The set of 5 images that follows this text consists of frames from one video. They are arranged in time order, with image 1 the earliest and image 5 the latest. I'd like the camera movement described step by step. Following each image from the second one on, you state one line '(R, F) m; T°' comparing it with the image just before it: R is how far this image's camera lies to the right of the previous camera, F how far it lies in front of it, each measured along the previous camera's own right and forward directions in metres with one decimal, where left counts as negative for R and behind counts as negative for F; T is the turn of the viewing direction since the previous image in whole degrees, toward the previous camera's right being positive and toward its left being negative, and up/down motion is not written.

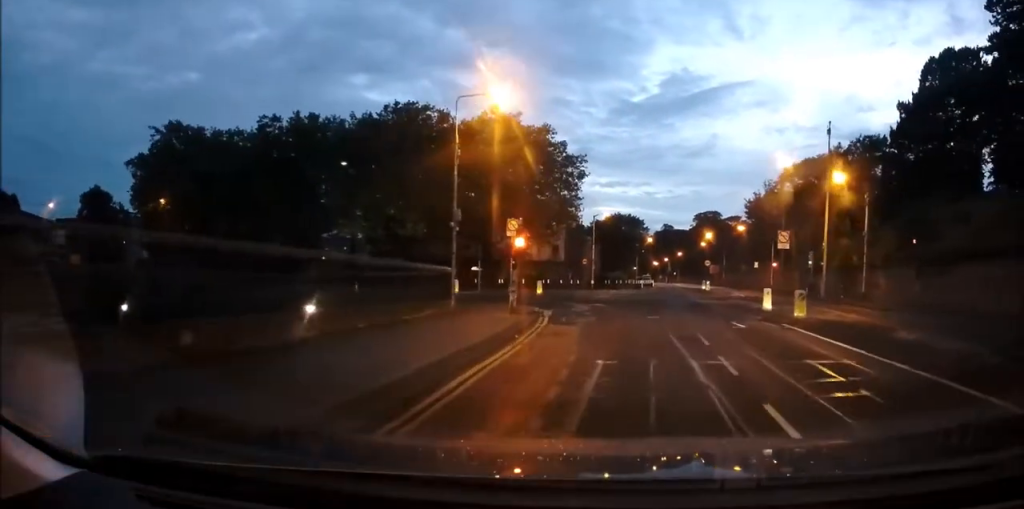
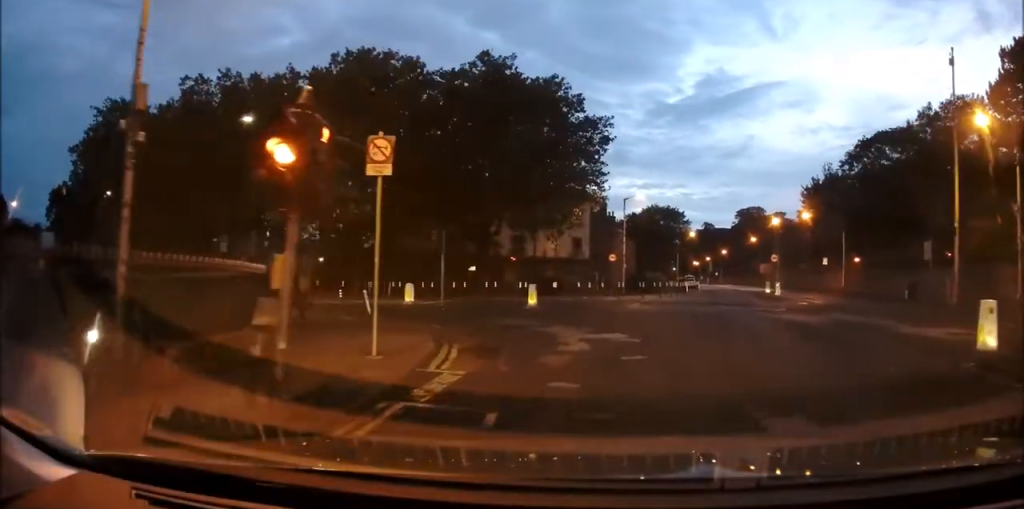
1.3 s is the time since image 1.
(-1.1, +12.9) m; -11°
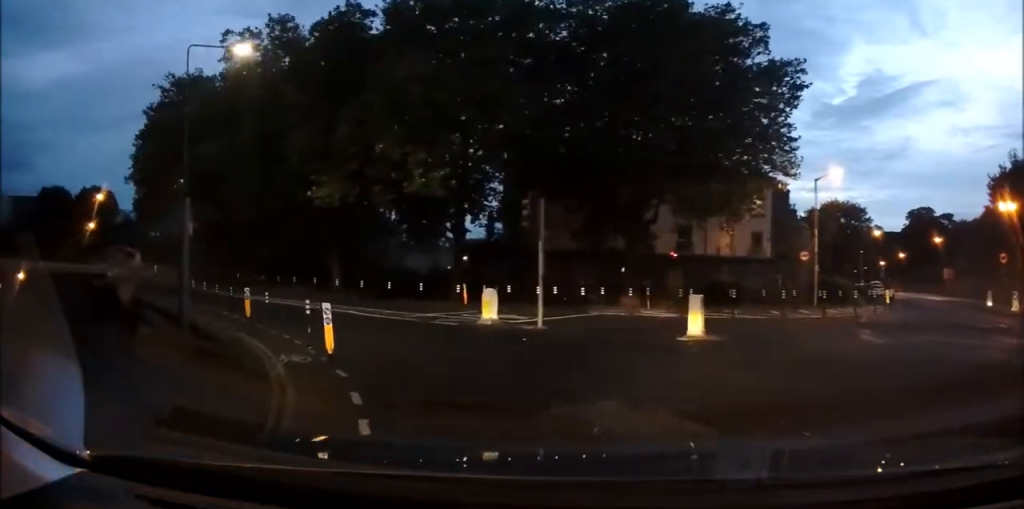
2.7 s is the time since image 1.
(-1.7, +10.6) m; -22°
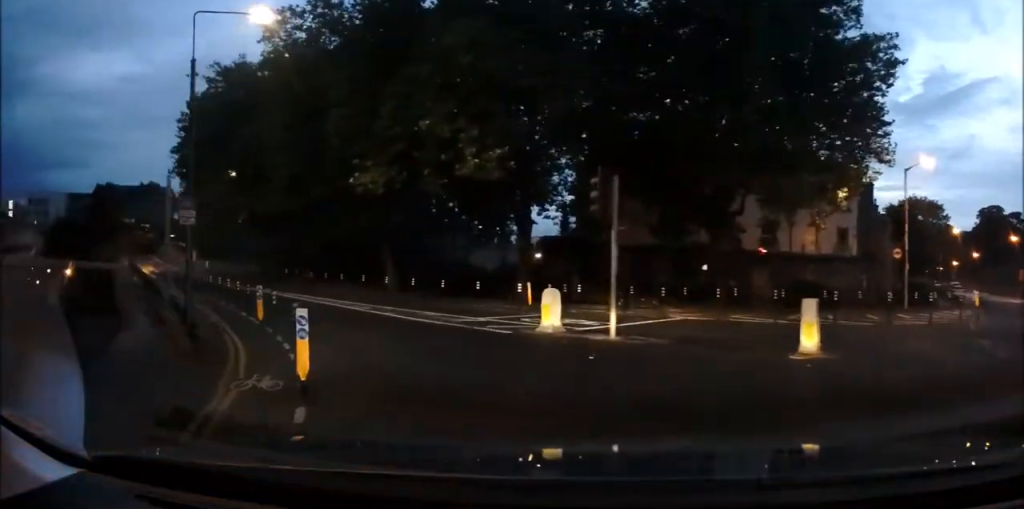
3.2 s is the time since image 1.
(0.0, +3.1) m; -8°
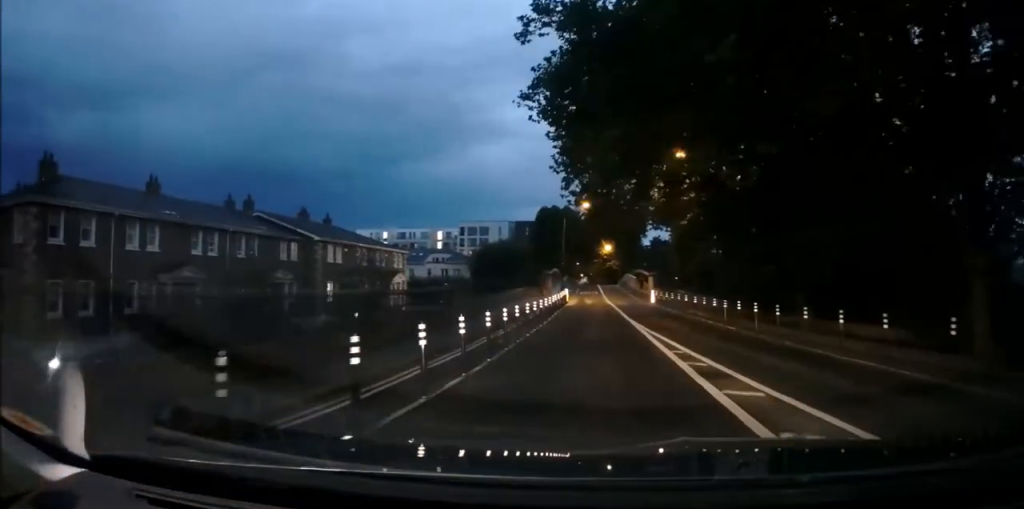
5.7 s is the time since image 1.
(-7.8, +18.6) m; -36°
